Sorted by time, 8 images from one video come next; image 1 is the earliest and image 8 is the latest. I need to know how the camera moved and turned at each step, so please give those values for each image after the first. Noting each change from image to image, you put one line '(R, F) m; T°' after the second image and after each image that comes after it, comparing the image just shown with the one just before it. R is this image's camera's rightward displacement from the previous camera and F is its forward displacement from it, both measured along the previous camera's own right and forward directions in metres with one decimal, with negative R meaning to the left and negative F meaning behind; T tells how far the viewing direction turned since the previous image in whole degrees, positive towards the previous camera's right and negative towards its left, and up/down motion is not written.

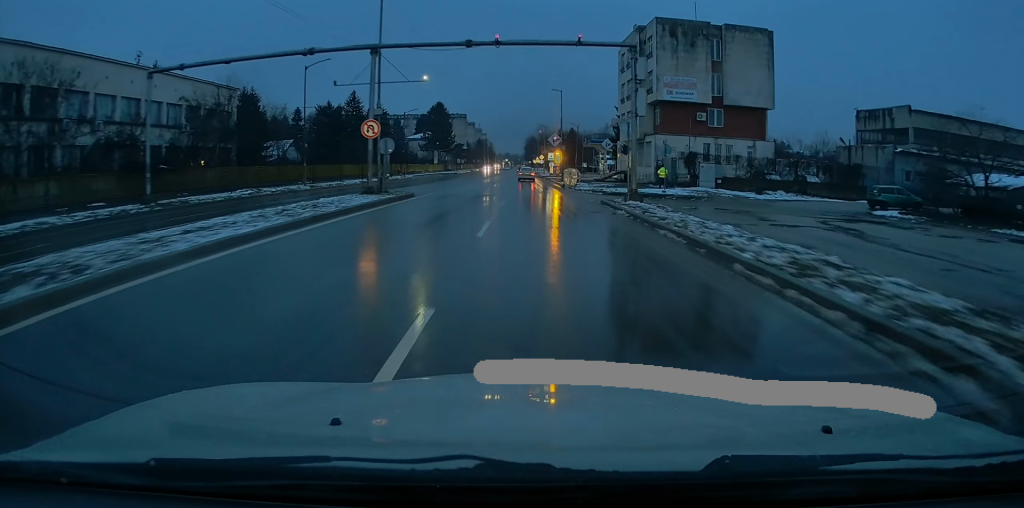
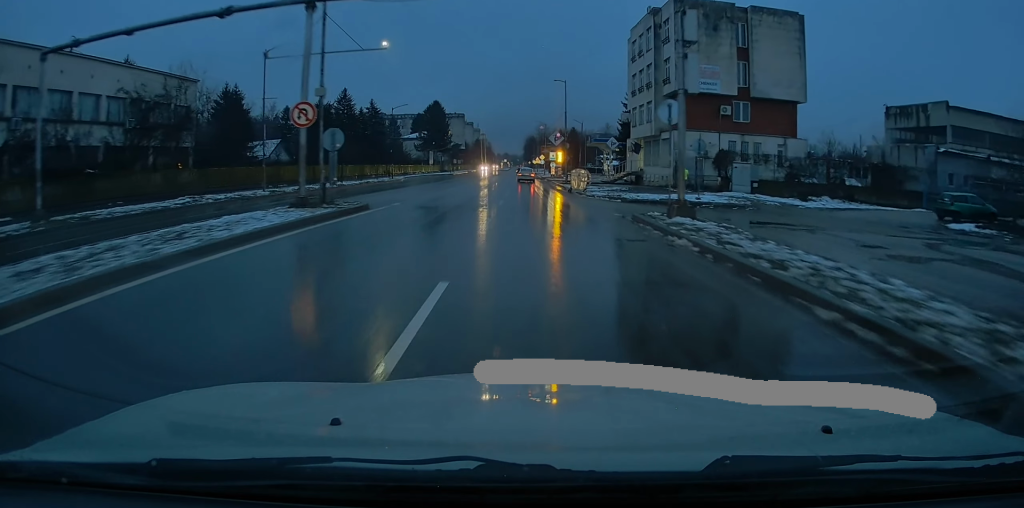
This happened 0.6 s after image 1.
(0.0, +7.5) m; 0°
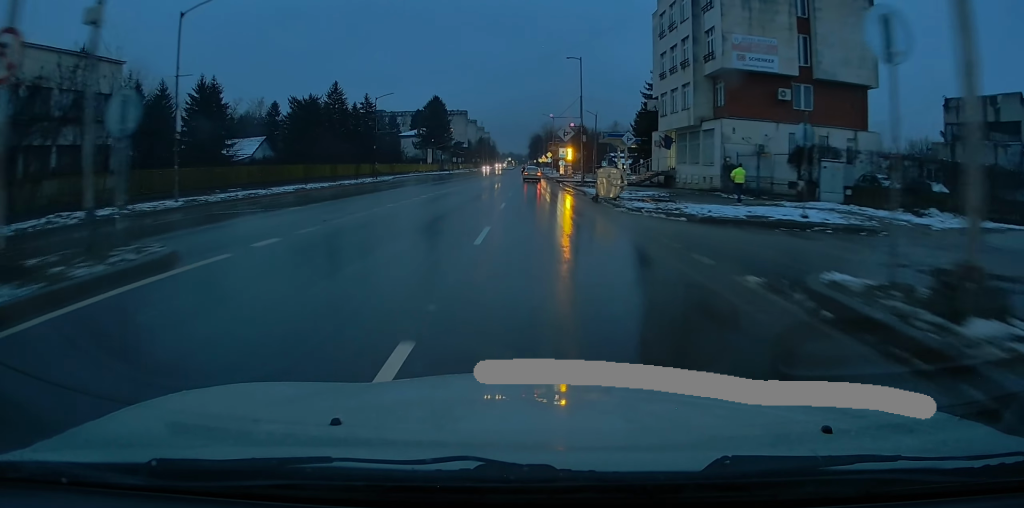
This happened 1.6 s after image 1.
(0.0, +11.1) m; -1°
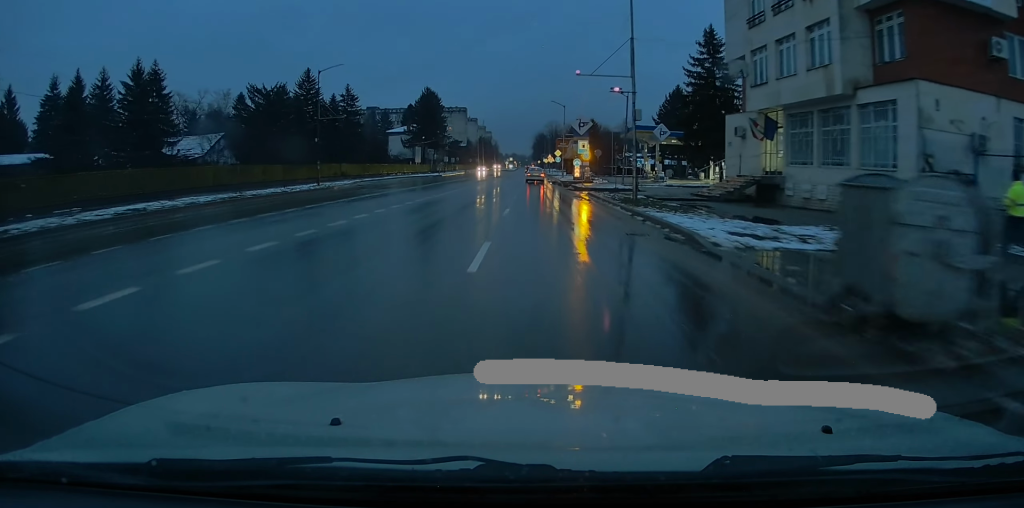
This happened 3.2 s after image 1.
(-0.6, +20.1) m; -2°
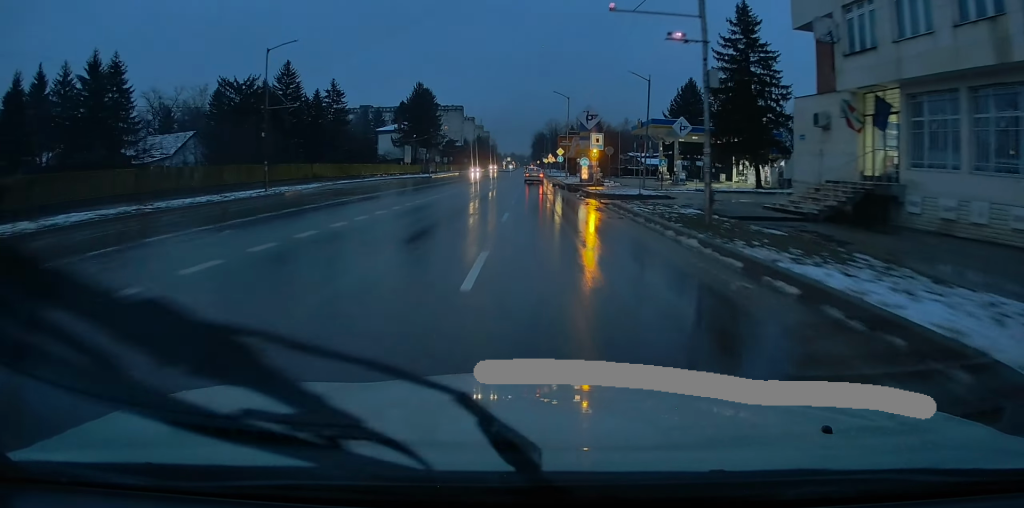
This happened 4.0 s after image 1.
(+0.2, +9.9) m; +1°
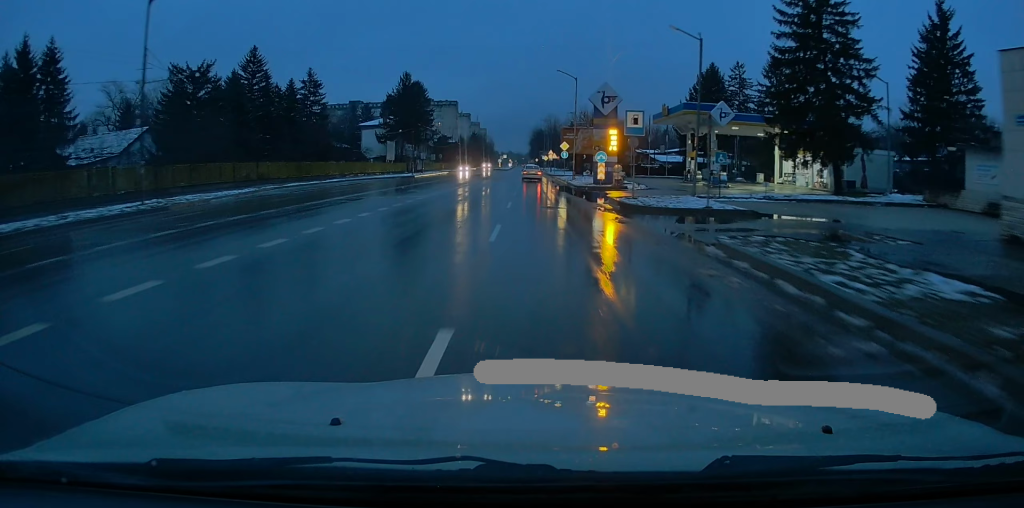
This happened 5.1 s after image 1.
(+0.1, +13.4) m; 0°
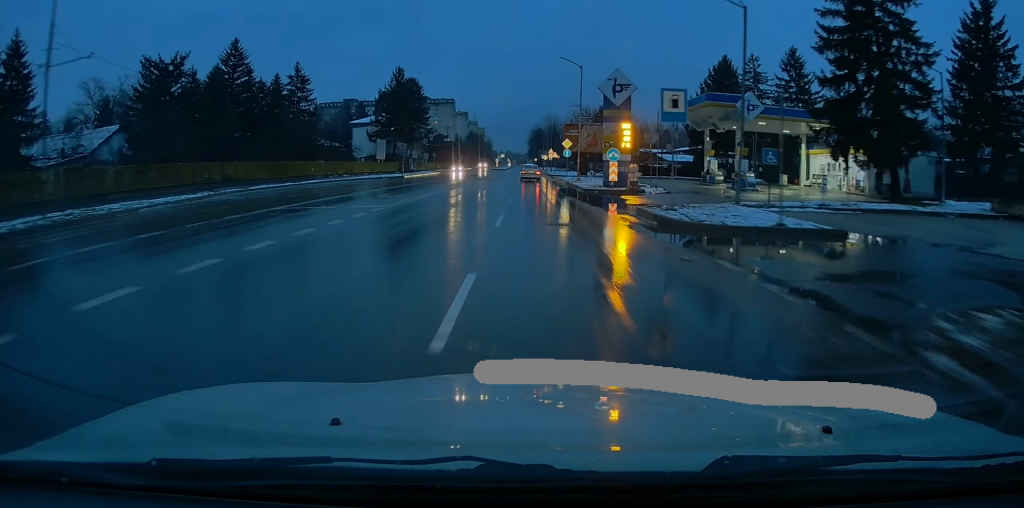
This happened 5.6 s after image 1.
(0.0, +6.4) m; +1°
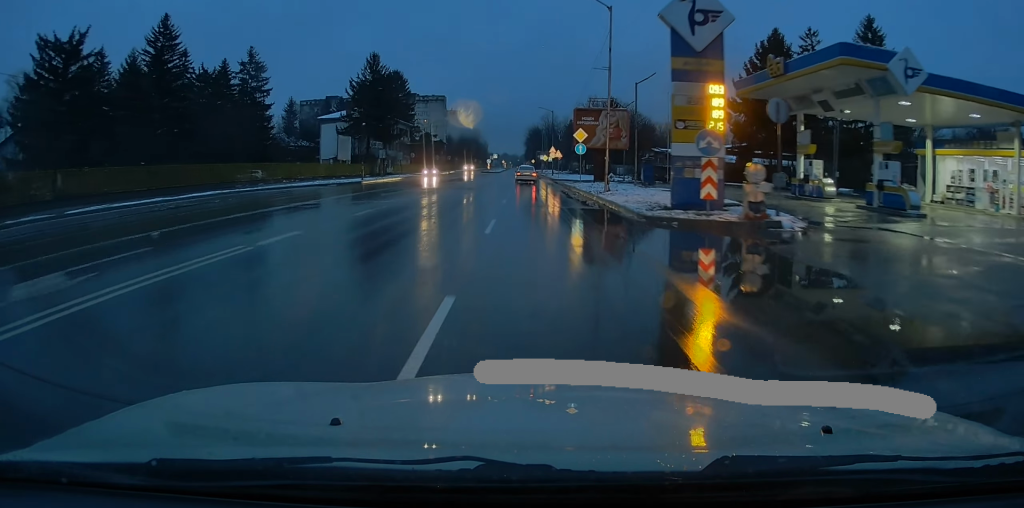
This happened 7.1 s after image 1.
(+0.4, +18.9) m; +1°
